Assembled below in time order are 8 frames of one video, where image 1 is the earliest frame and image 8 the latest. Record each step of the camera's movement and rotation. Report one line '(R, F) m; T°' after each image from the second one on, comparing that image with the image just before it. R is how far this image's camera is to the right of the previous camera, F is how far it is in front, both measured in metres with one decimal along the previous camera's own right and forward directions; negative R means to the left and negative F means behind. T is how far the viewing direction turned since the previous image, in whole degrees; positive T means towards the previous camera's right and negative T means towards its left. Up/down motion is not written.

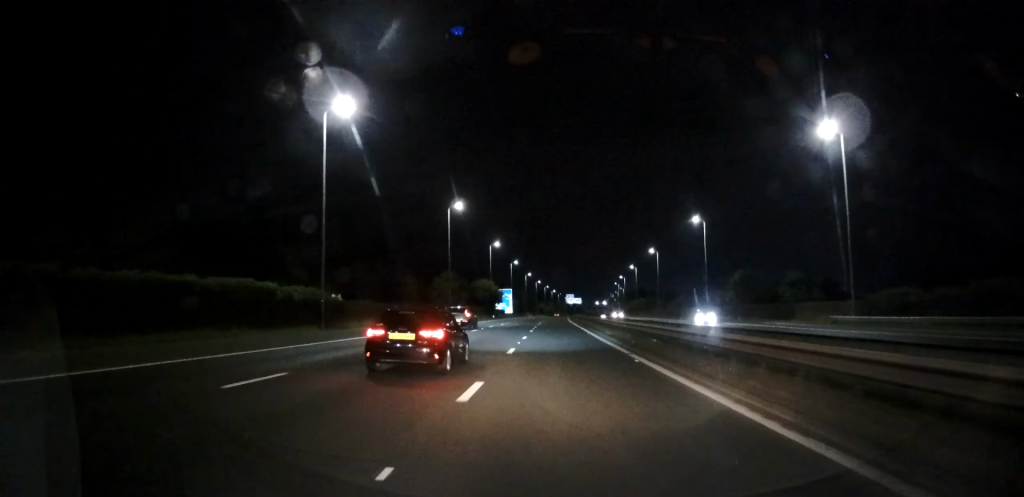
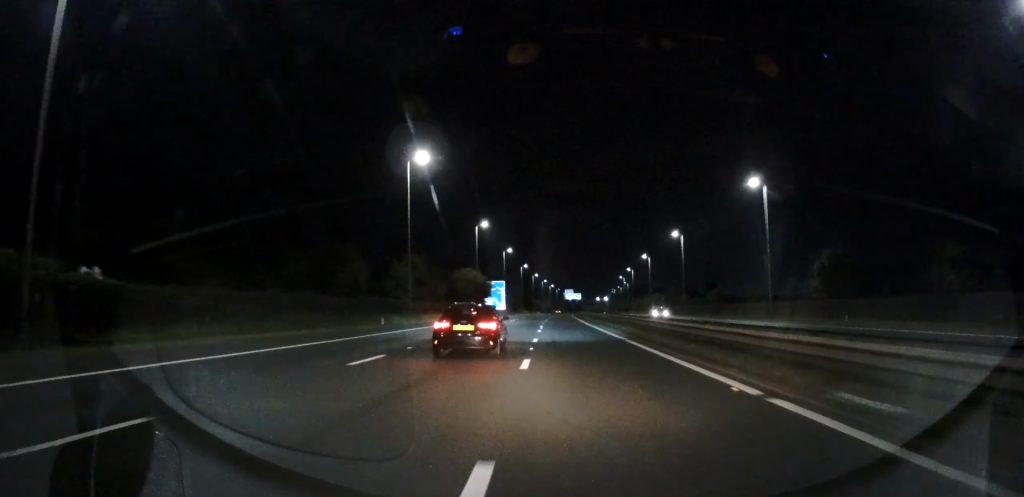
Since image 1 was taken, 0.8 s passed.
(-0.3, +24.6) m; -1°
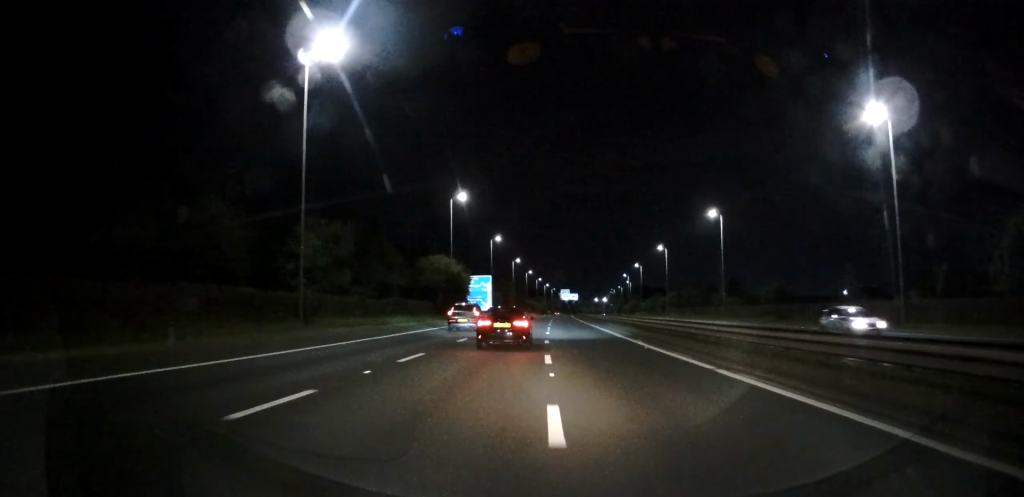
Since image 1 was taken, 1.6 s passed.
(0.0, +25.6) m; 0°
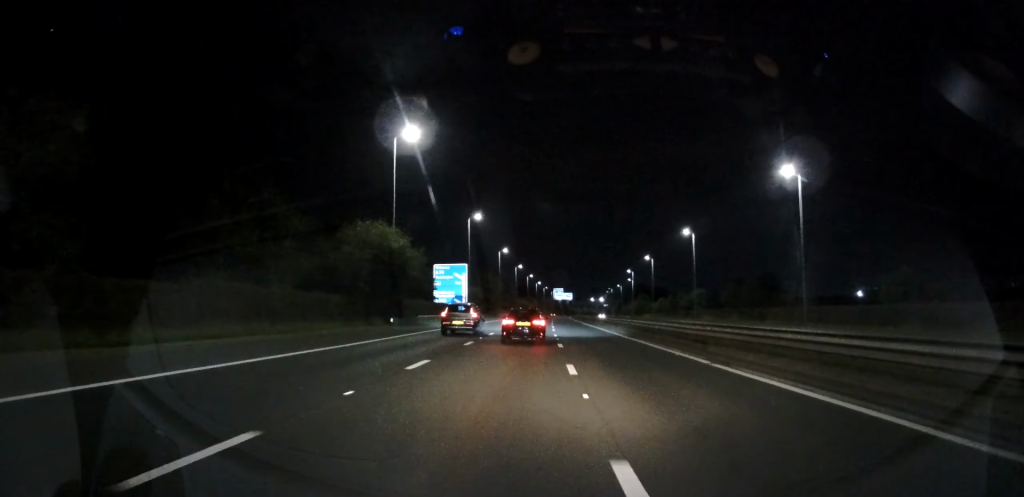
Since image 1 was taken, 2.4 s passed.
(0.0, +27.9) m; +1°
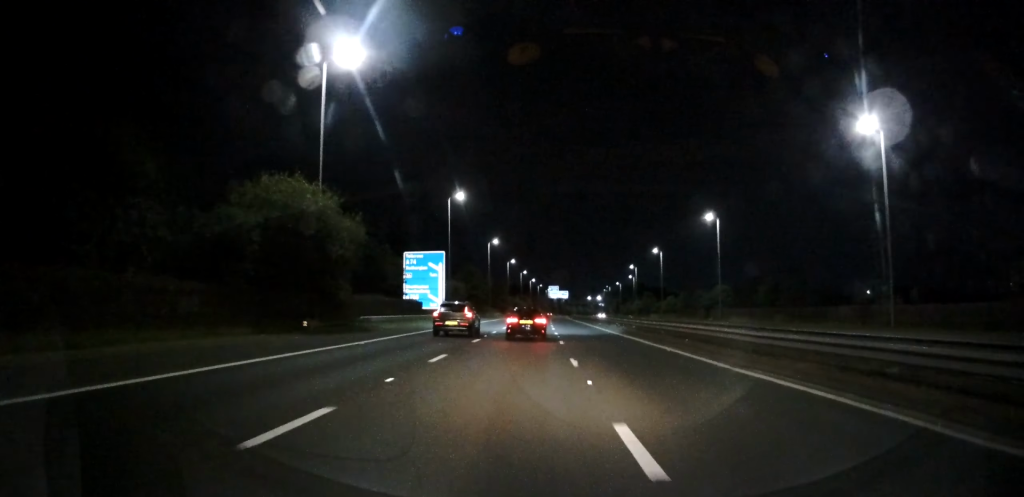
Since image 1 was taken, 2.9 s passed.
(0.0, +16.1) m; +1°
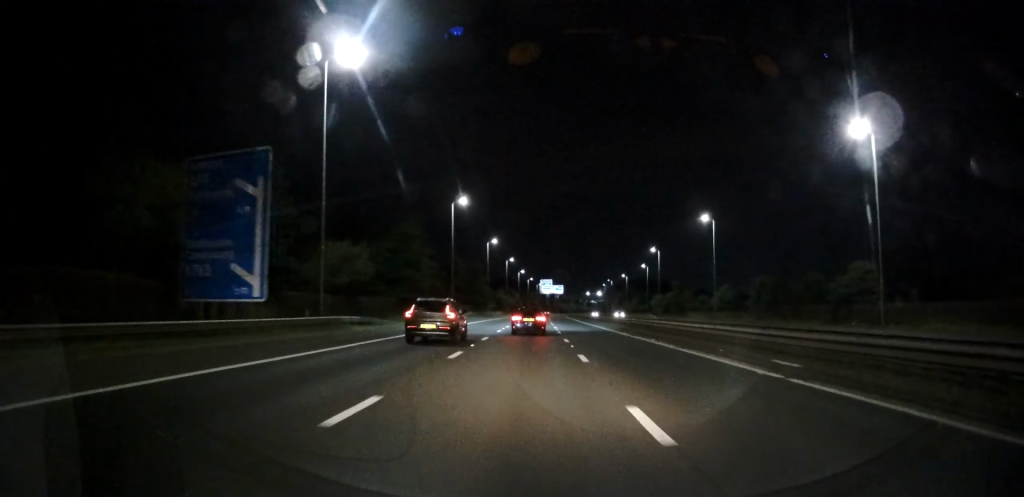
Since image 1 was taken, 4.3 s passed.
(+1.1, +43.2) m; +2°
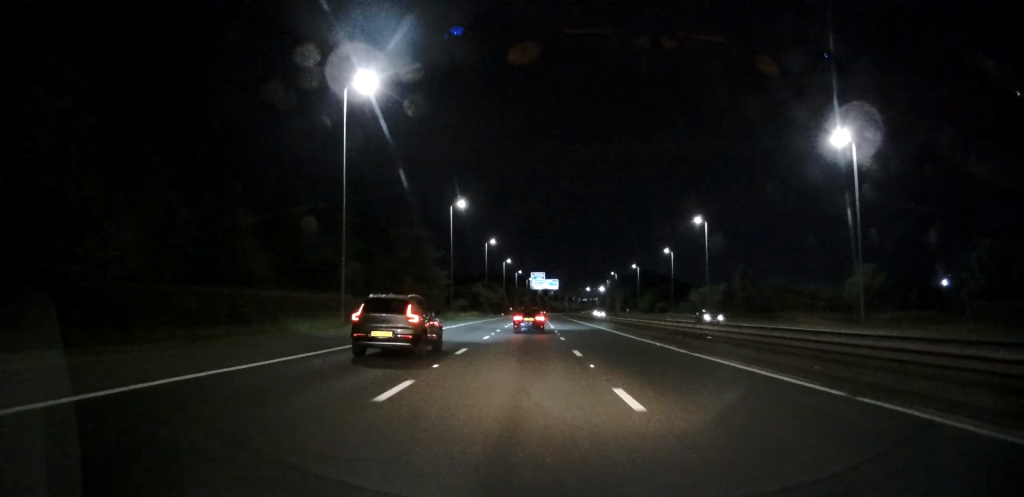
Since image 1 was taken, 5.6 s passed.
(+0.4, +42.4) m; +1°
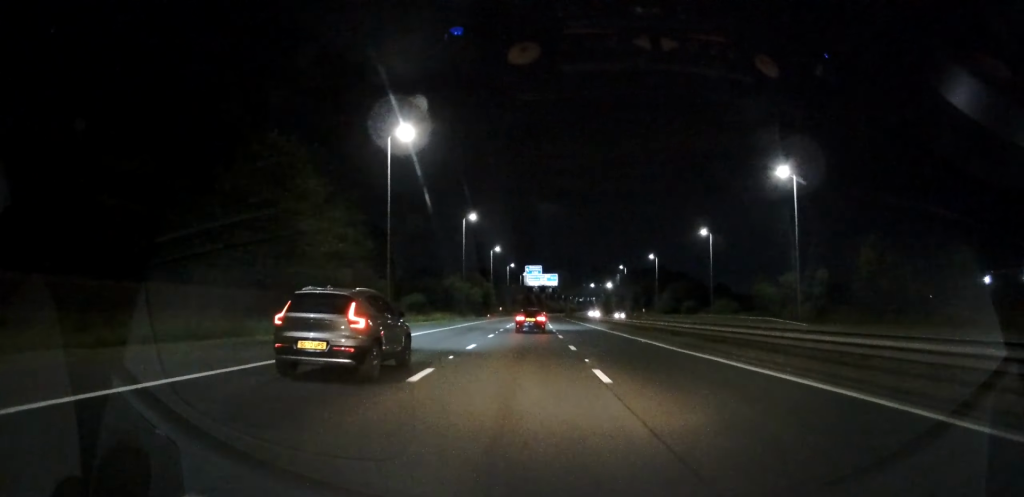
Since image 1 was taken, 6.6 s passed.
(0.0, +32.7) m; +1°
